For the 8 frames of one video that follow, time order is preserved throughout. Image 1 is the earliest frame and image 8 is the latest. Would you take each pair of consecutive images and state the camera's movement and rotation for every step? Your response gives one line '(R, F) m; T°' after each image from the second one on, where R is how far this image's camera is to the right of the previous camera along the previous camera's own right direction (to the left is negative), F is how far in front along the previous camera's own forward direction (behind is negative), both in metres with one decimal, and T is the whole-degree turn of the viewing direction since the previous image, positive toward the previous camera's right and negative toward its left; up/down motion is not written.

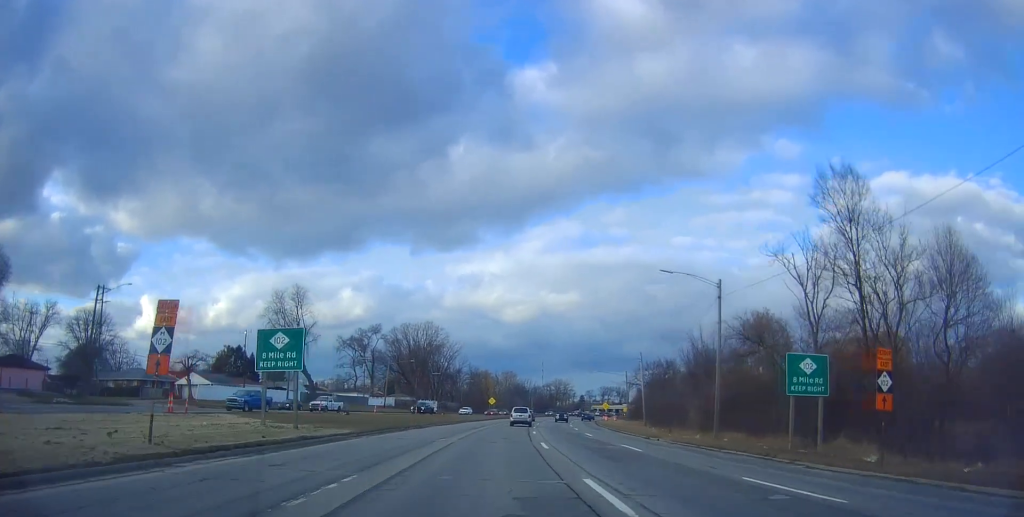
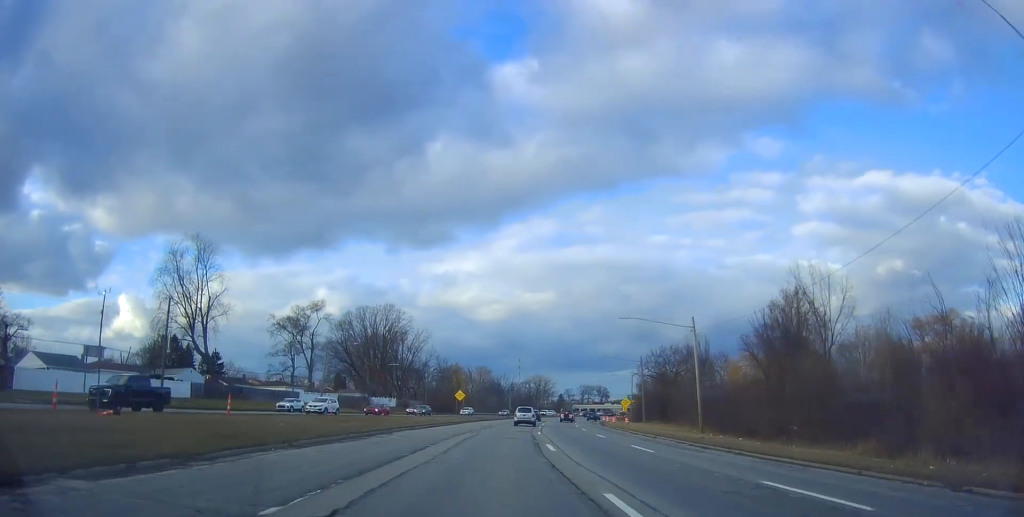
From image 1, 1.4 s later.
(+0.2, +31.0) m; +3°
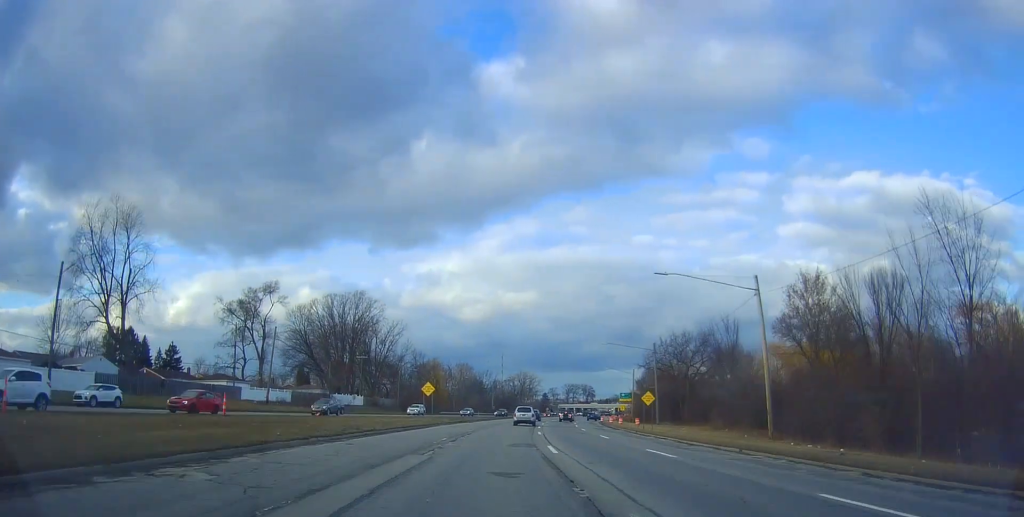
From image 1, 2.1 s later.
(+0.4, +16.8) m; +3°
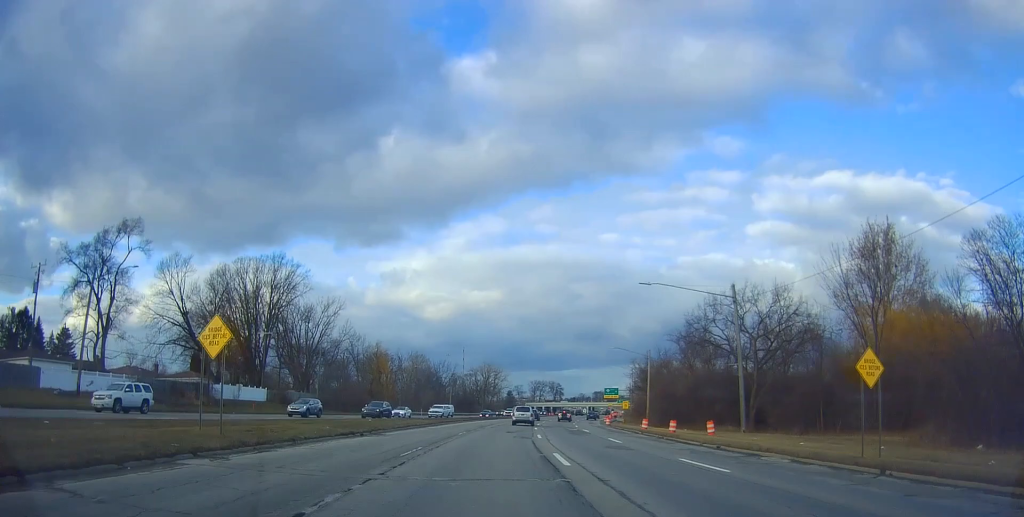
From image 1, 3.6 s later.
(+1.1, +35.7) m; +2°
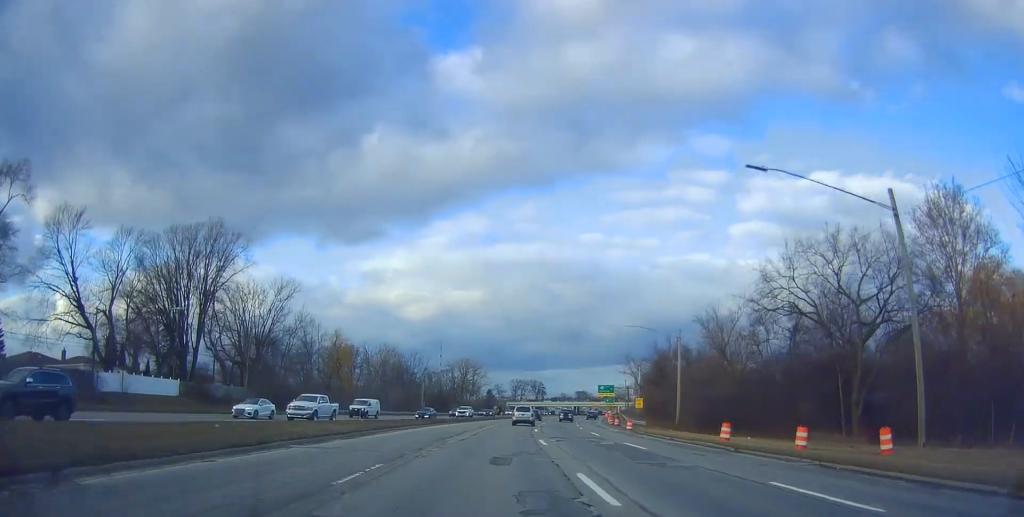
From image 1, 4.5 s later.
(0.0, +21.2) m; +2°
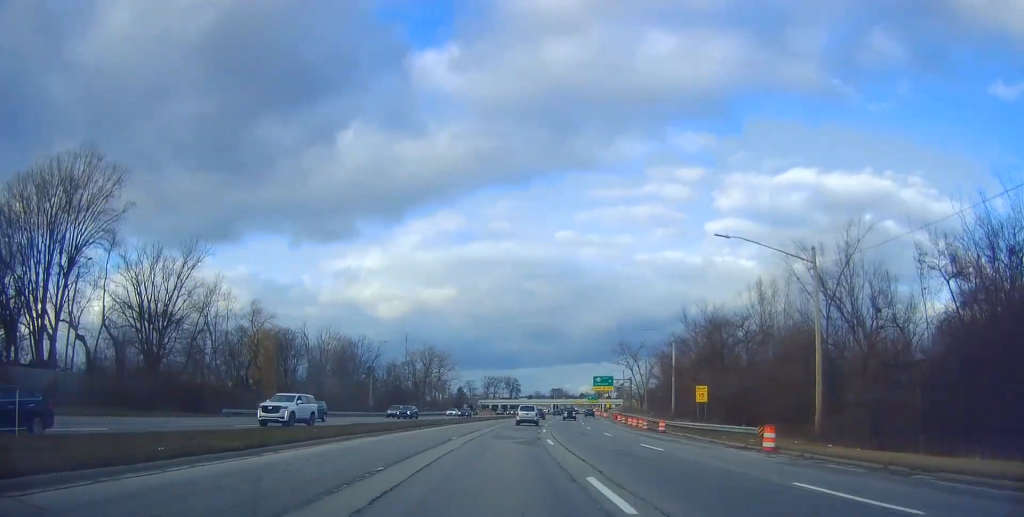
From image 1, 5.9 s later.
(+1.5, +31.6) m; +3°
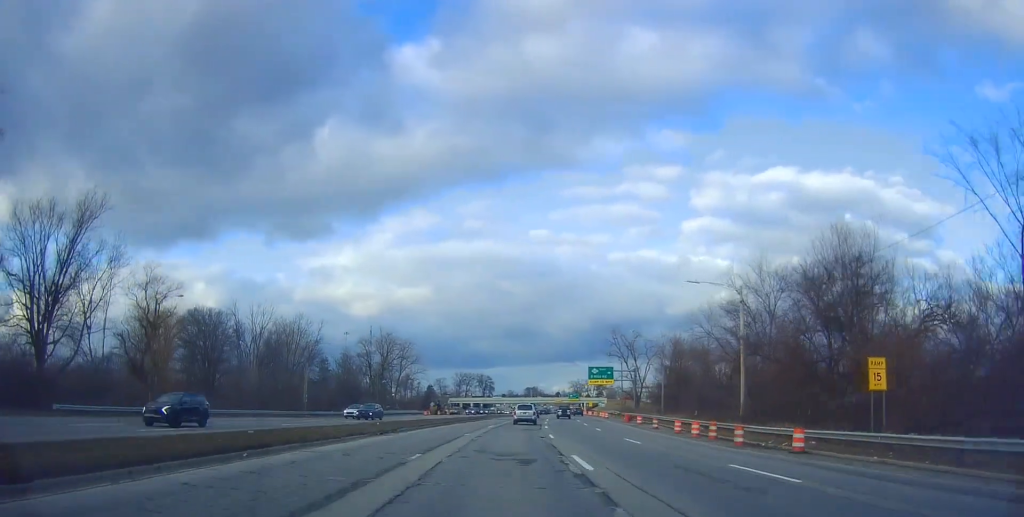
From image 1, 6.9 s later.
(0.0, +25.1) m; +1°
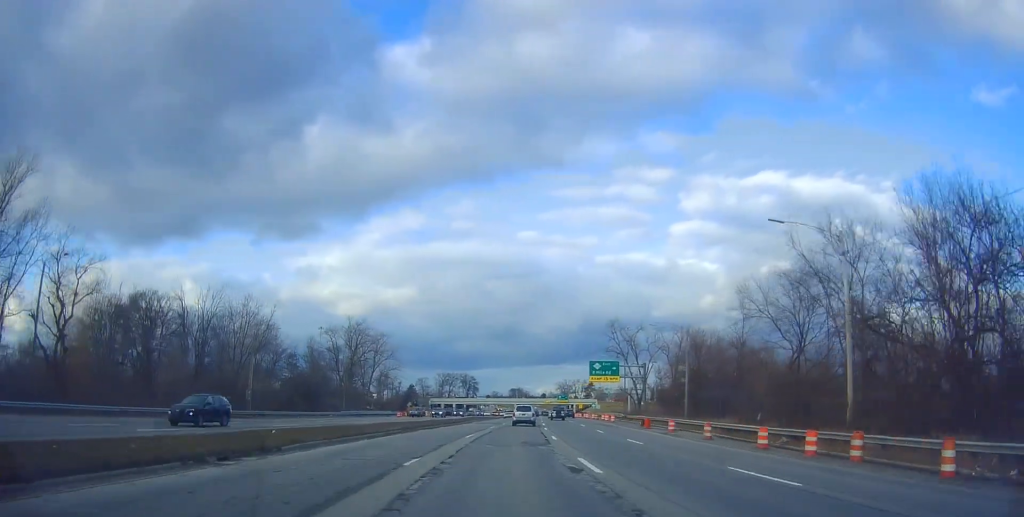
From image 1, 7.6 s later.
(+0.1, +15.7) m; +2°
